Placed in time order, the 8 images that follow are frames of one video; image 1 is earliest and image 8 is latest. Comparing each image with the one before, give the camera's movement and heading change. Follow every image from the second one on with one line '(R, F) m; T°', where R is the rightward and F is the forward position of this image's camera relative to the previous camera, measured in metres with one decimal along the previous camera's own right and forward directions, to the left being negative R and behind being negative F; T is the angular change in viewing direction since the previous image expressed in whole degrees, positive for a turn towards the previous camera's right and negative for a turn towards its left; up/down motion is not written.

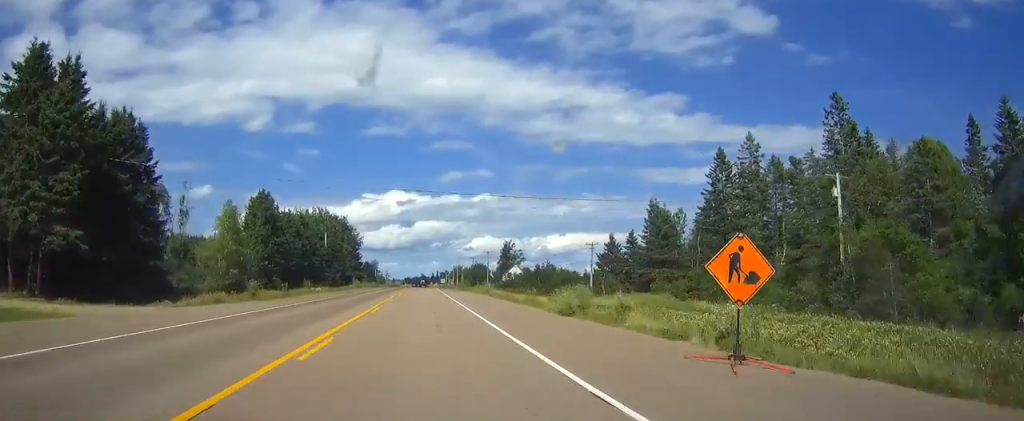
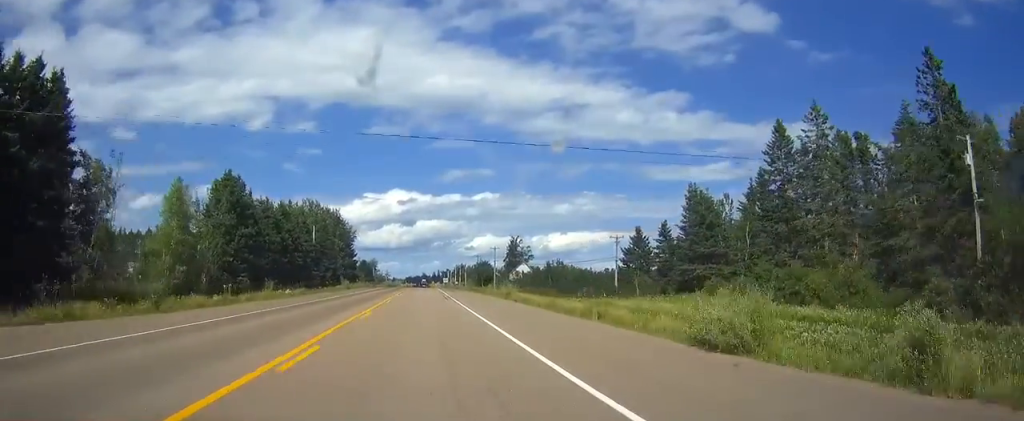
(0.0, +14.3) m; 0°
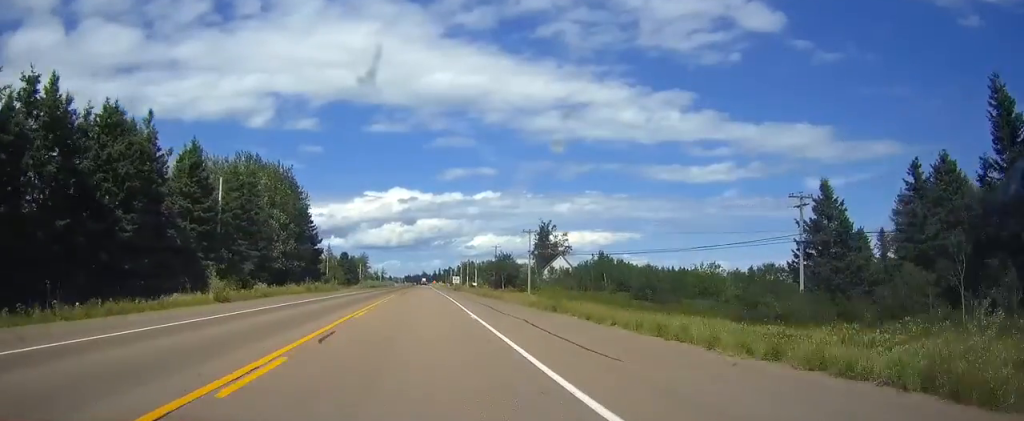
(0.0, +51.2) m; 0°
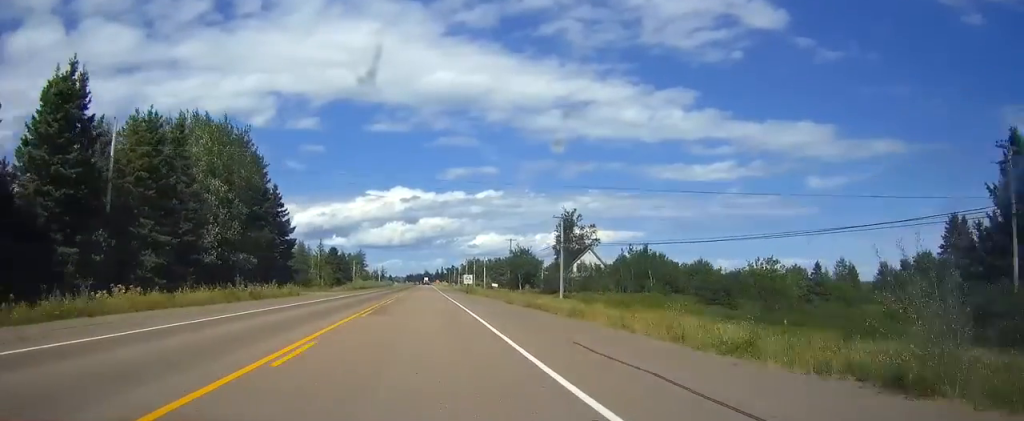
(-0.1, +22.7) m; 0°
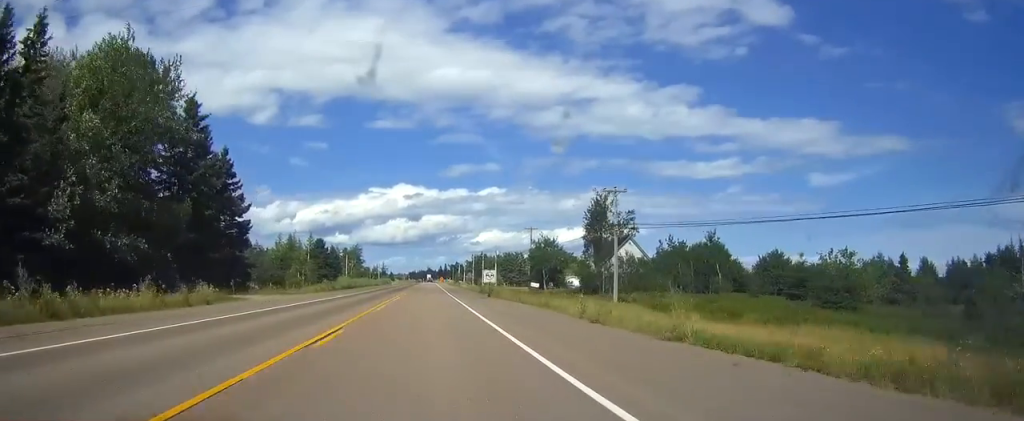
(0.0, +21.8) m; 0°
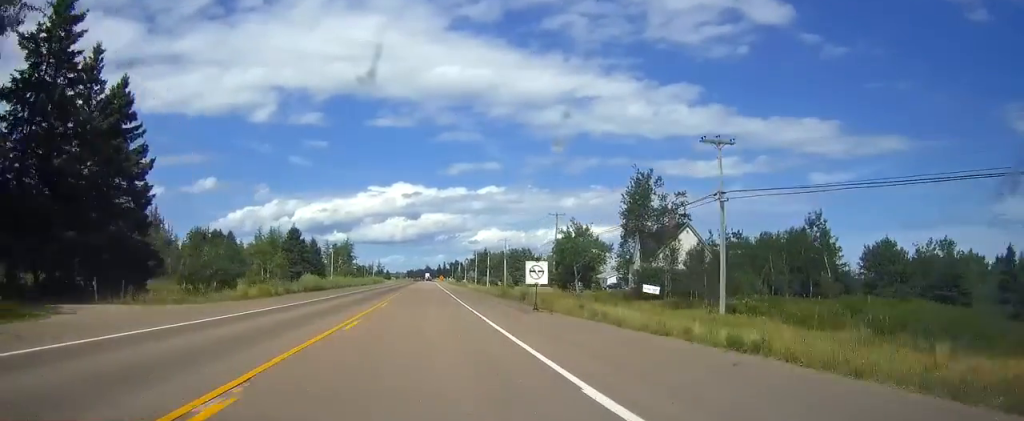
(0.0, +21.7) m; 0°
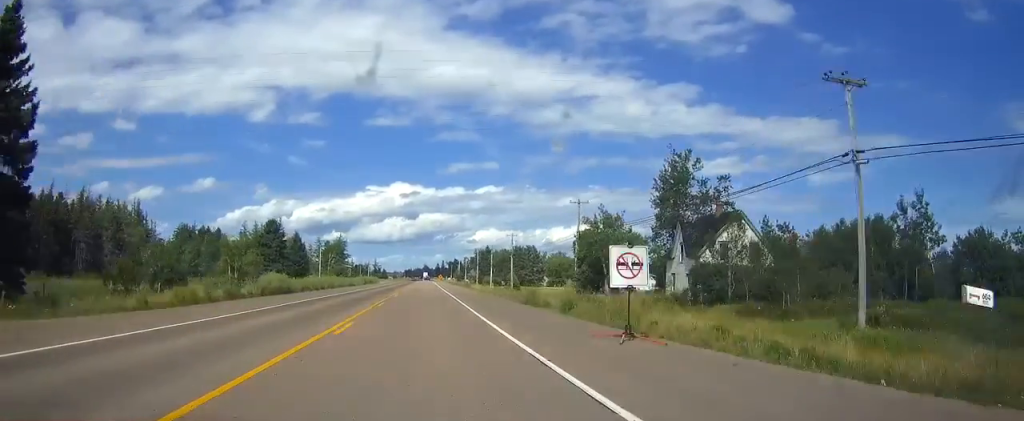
(+0.1, +13.2) m; 0°
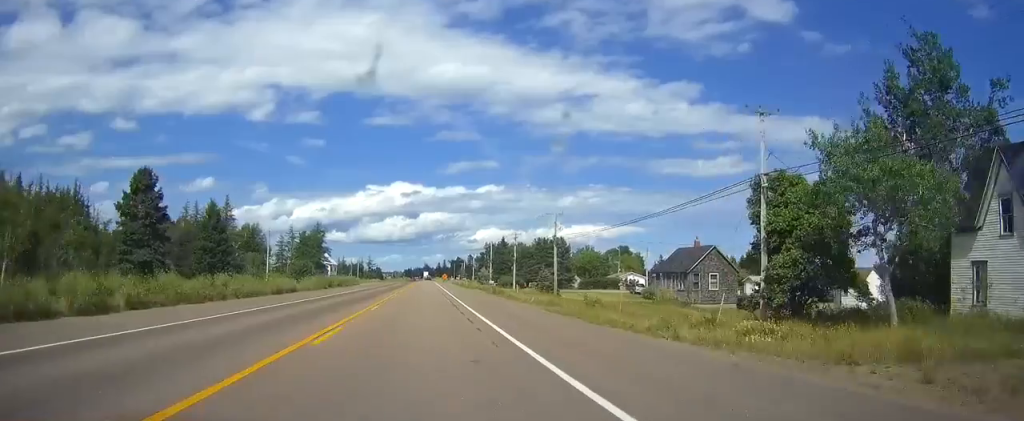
(+0.1, +40.3) m; 0°
